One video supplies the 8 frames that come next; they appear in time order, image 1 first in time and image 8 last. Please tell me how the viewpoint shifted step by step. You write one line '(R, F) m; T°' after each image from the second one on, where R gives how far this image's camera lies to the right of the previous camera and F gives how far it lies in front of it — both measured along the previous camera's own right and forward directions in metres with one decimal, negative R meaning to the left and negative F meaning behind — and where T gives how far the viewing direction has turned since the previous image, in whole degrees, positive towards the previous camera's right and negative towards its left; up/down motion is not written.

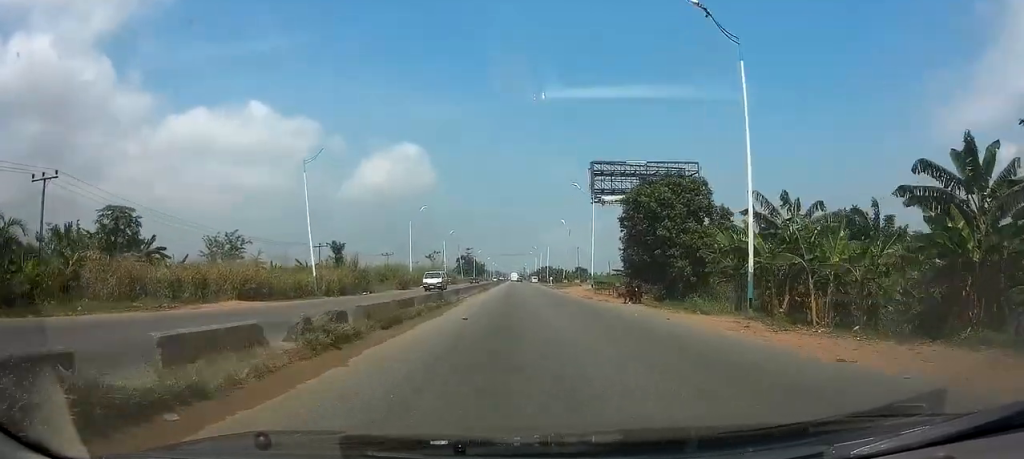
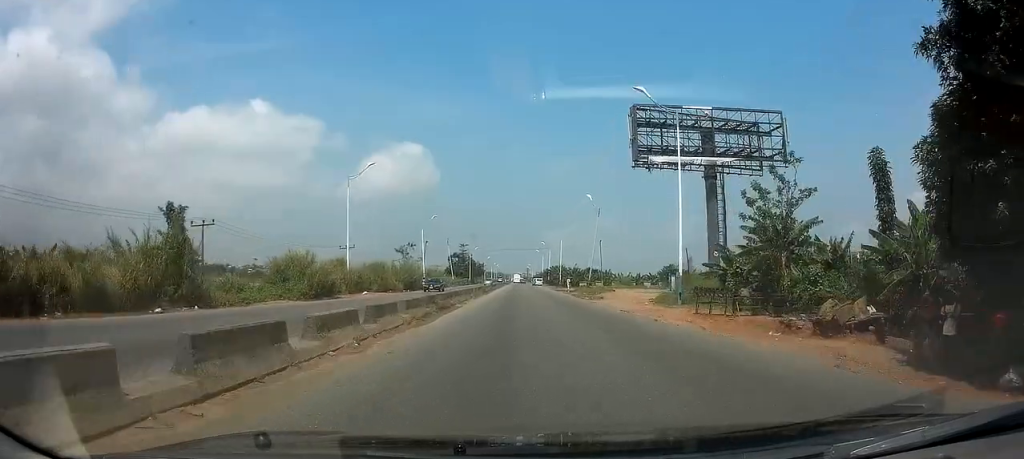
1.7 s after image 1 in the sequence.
(-0.1, +31.6) m; -1°
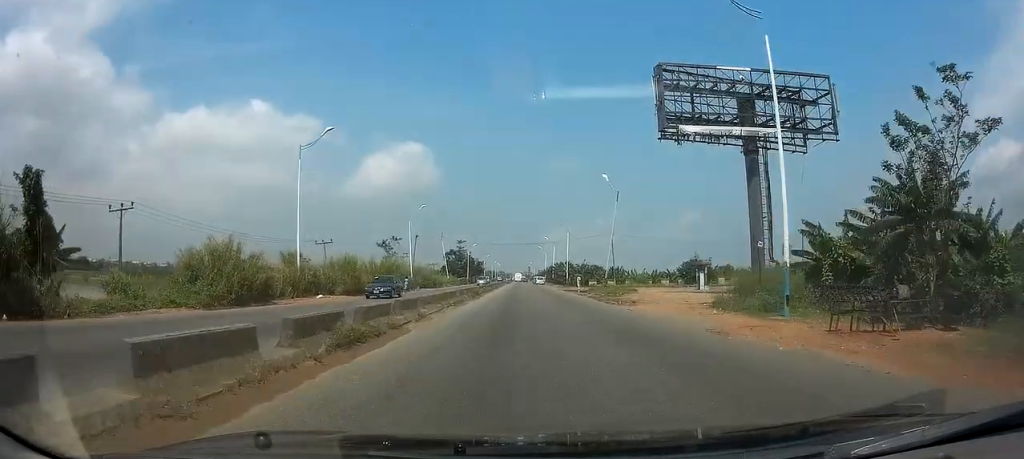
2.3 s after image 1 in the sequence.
(0.0, +12.0) m; 0°
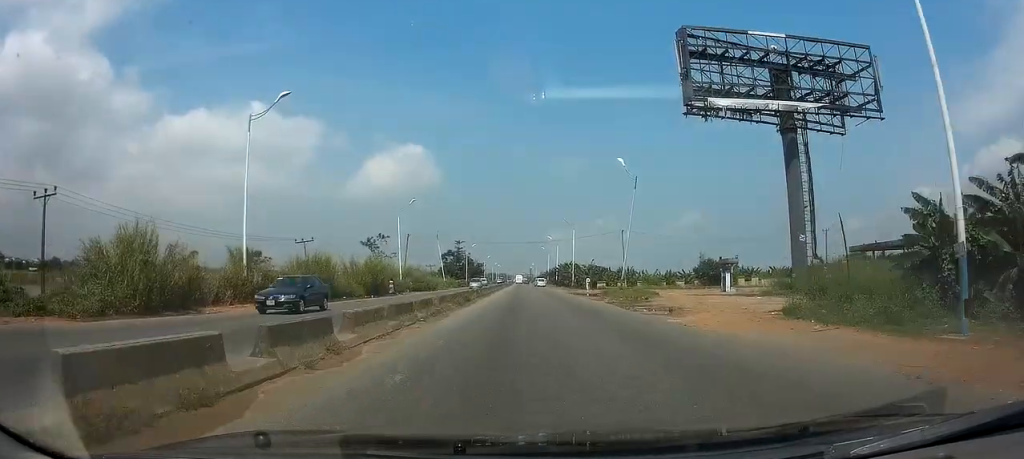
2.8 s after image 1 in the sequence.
(0.0, +8.3) m; 0°
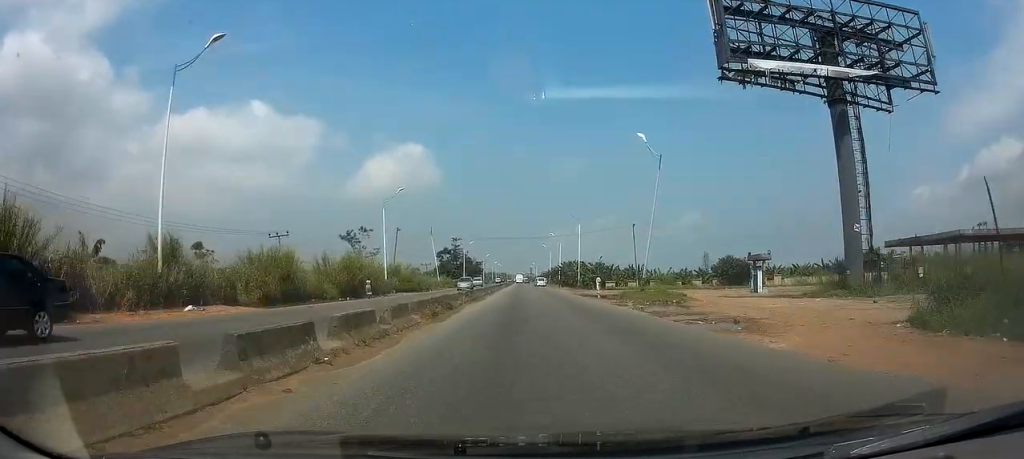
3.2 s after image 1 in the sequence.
(0.0, +8.3) m; 0°
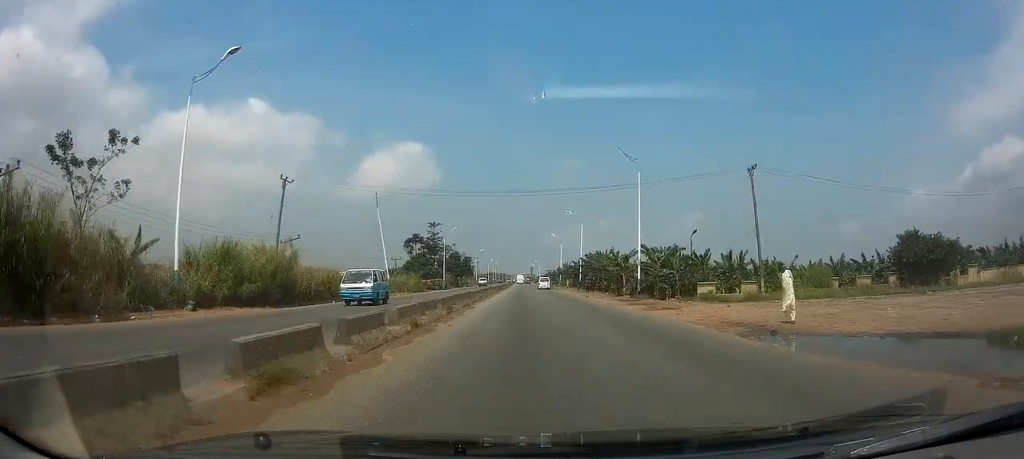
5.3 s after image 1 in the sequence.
(0.0, +39.9) m; 0°
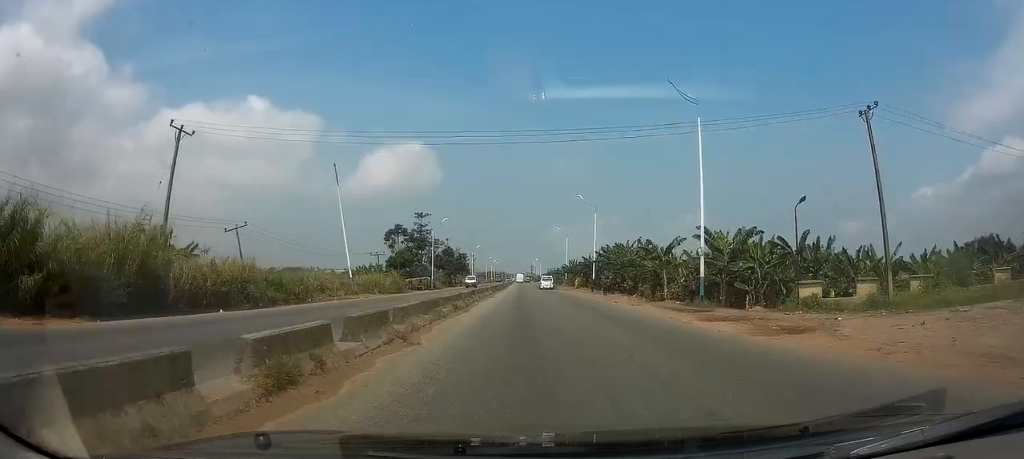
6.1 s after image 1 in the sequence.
(-0.1, +14.3) m; 0°
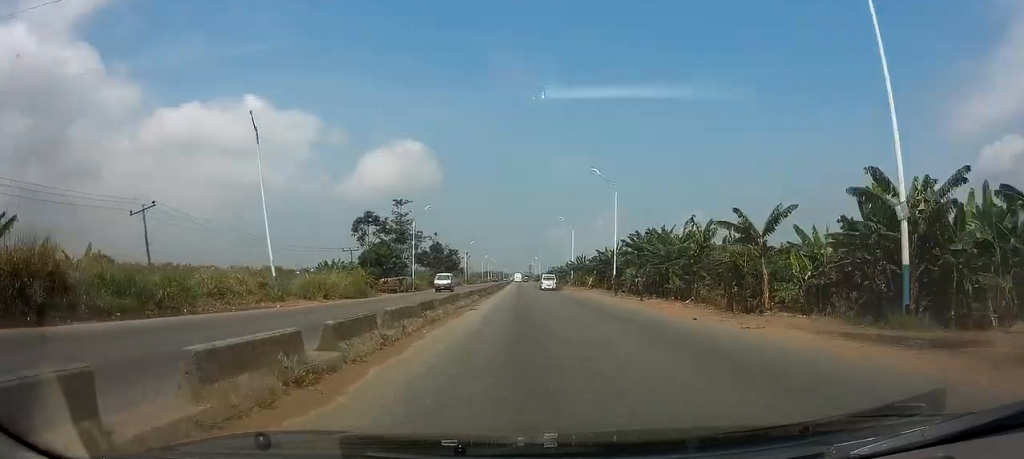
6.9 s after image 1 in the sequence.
(0.0, +15.8) m; 0°
